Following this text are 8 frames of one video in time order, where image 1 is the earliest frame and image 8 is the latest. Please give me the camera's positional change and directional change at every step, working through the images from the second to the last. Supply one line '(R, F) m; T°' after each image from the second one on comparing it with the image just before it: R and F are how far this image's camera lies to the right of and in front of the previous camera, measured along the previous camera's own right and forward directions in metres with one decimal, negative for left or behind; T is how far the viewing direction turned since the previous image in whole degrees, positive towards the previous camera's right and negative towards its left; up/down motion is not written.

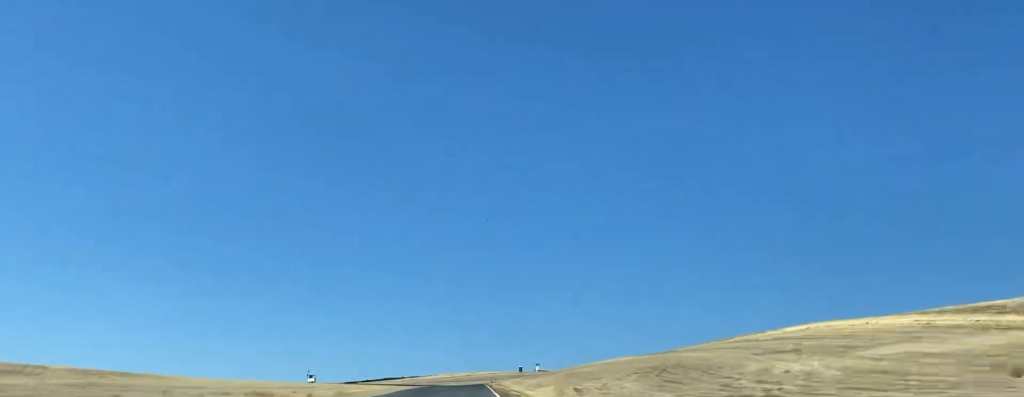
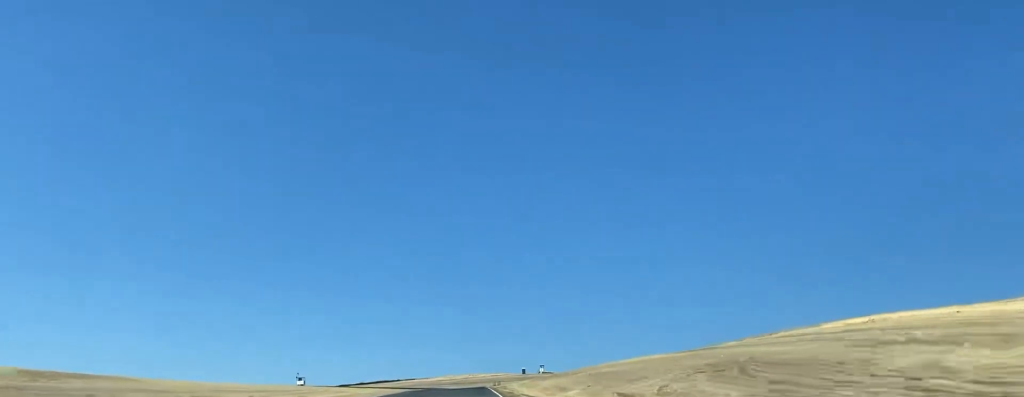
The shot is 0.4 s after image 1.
(+0.5, +18.0) m; +1°
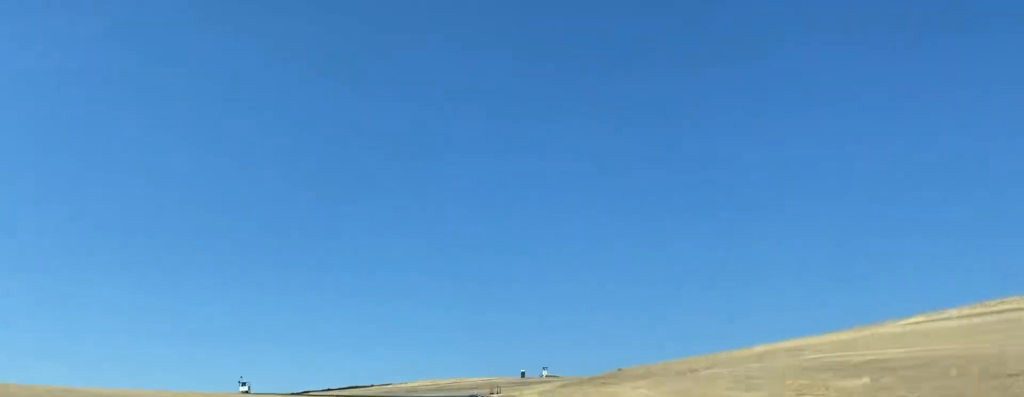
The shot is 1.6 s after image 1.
(+0.4, +49.8) m; 0°
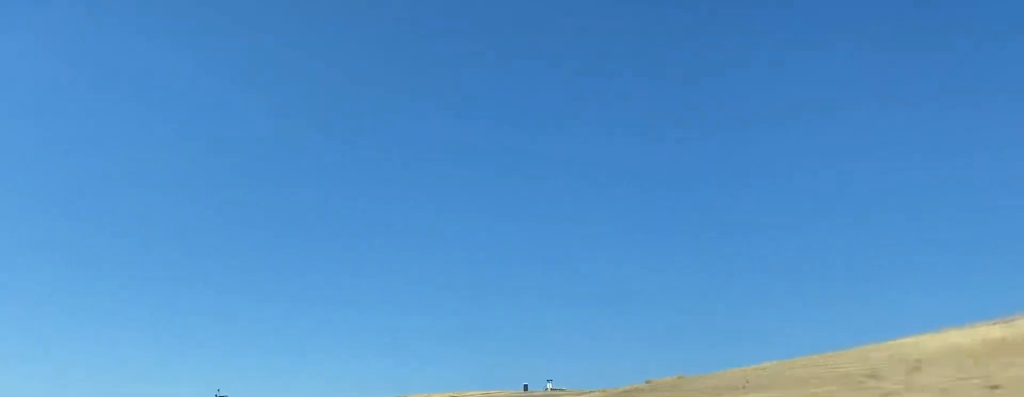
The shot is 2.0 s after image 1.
(0.0, +15.6) m; 0°
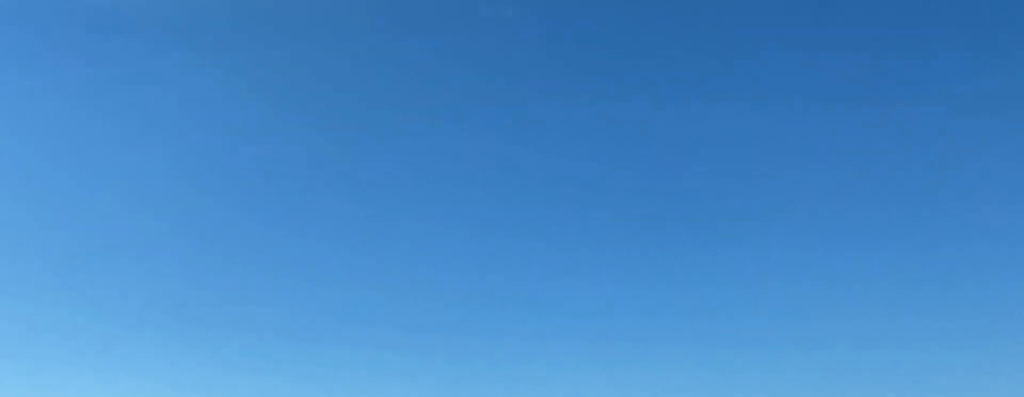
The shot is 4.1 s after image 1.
(-3.6, +67.4) m; -20°
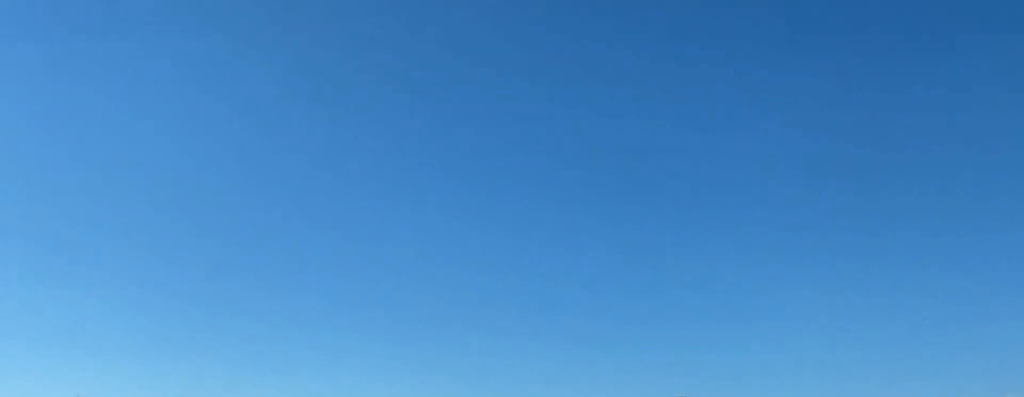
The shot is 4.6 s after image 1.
(-0.1, +14.5) m; -17°
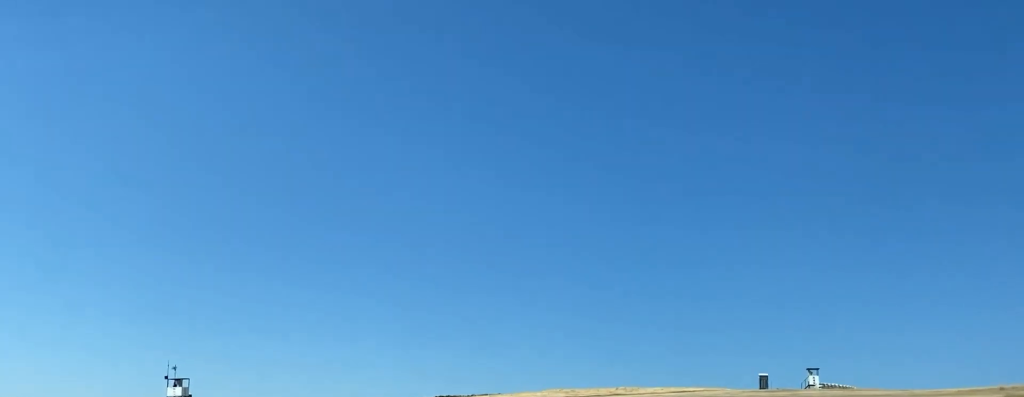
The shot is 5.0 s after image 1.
(-2.1, +10.5) m; -14°
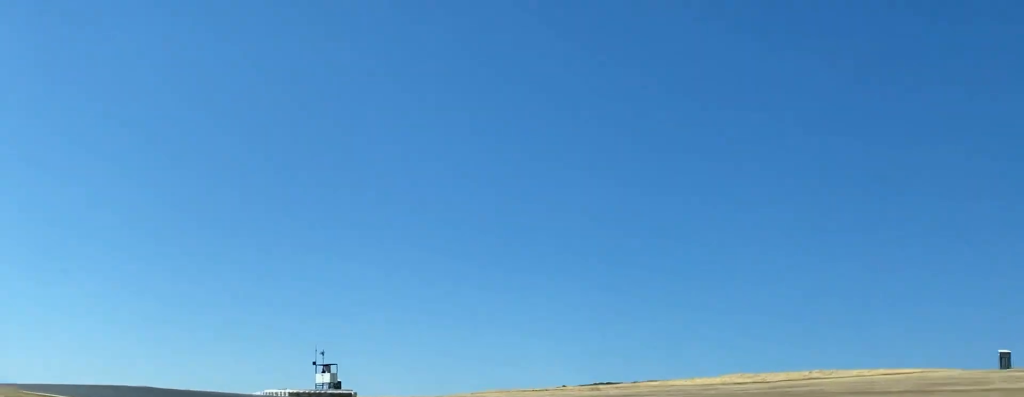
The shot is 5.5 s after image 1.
(-2.9, +12.6) m; -16°
